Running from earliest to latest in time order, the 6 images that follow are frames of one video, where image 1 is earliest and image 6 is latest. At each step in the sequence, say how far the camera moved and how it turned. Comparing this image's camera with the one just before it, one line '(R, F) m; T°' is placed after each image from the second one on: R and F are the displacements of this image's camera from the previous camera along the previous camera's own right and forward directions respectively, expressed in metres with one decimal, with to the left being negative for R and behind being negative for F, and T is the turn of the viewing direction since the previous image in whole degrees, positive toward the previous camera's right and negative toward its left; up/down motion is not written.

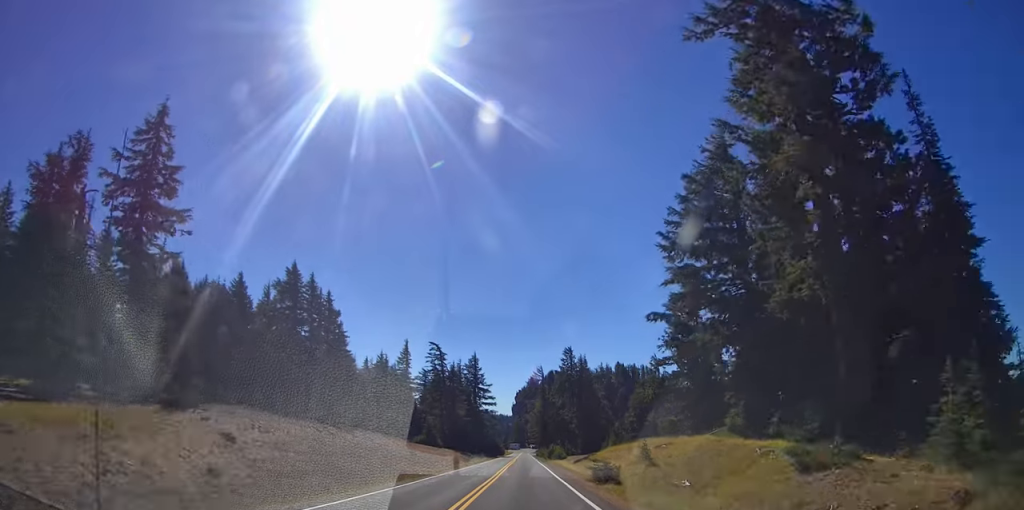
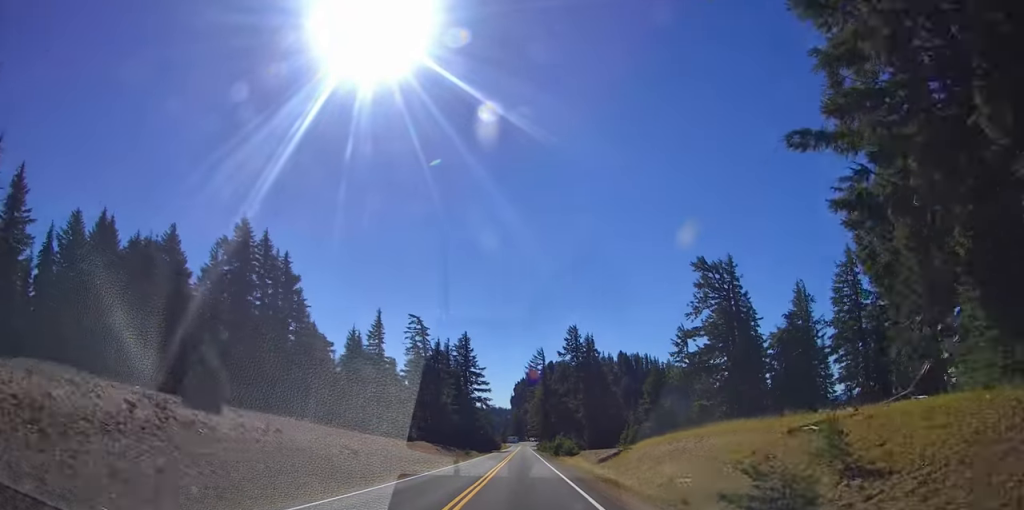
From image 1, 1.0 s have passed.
(0.0, +19.2) m; 0°
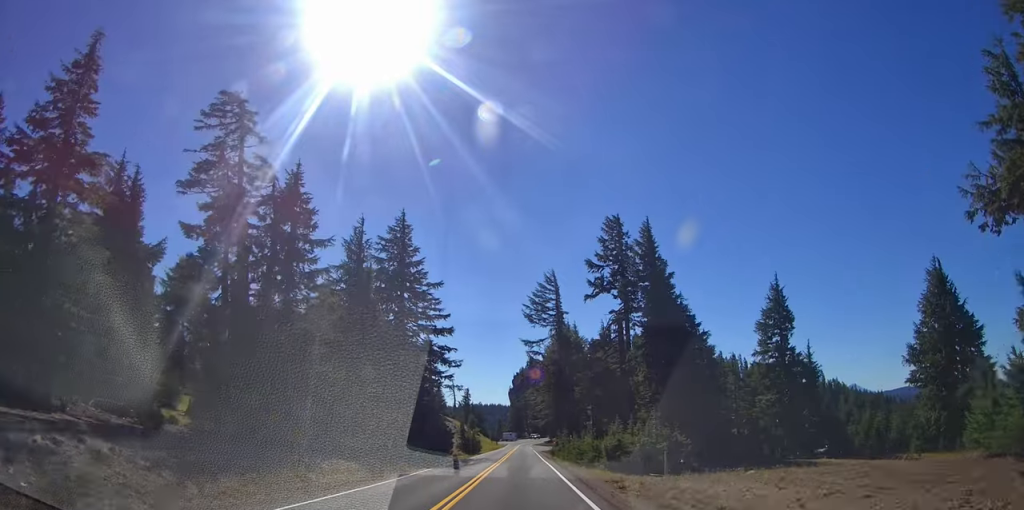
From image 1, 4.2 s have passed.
(+0.1, +64.6) m; -1°
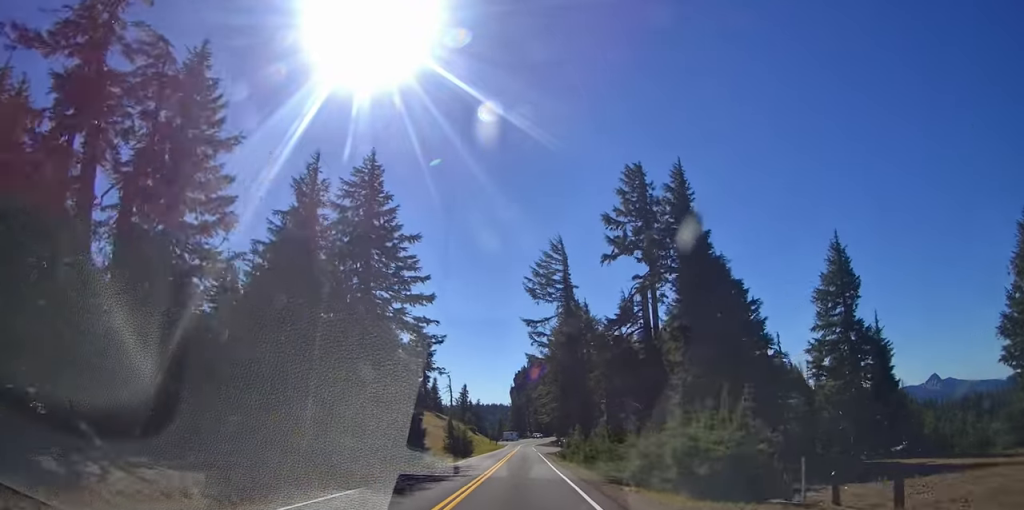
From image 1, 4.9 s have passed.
(-0.1, +14.2) m; 0°
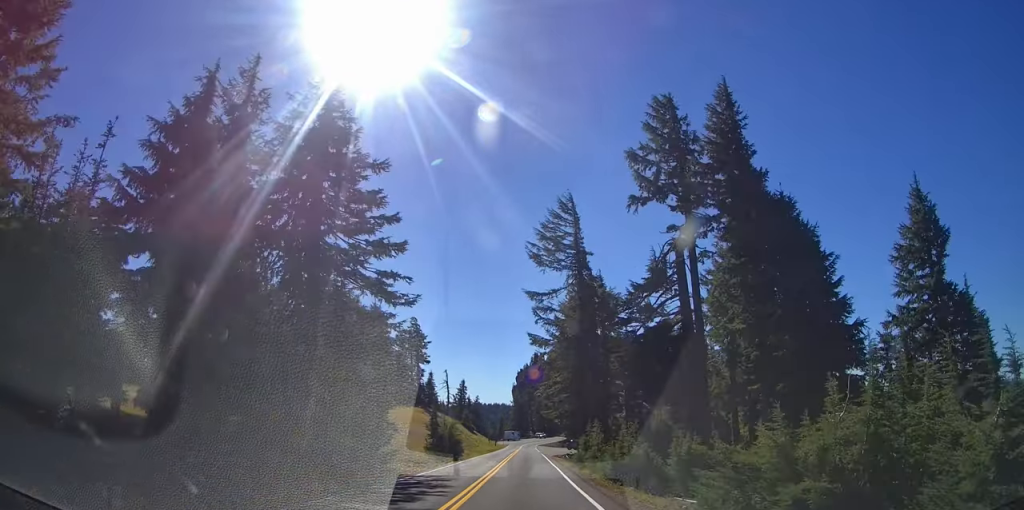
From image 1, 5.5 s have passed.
(0.0, +13.2) m; 0°
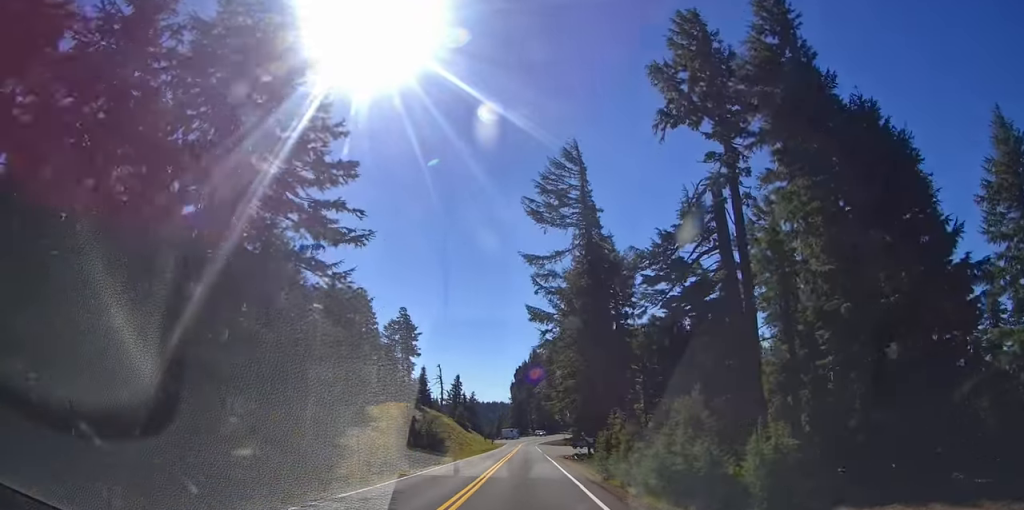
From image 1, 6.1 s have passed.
(0.0, +10.7) m; 0°
